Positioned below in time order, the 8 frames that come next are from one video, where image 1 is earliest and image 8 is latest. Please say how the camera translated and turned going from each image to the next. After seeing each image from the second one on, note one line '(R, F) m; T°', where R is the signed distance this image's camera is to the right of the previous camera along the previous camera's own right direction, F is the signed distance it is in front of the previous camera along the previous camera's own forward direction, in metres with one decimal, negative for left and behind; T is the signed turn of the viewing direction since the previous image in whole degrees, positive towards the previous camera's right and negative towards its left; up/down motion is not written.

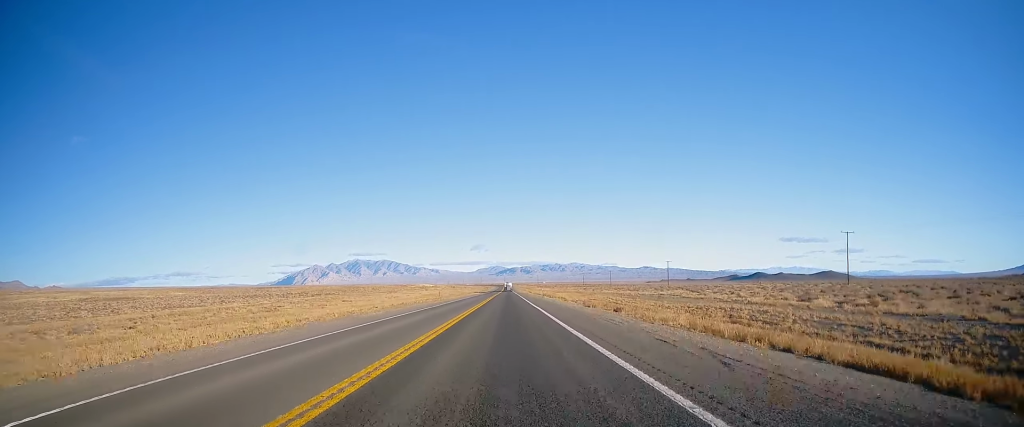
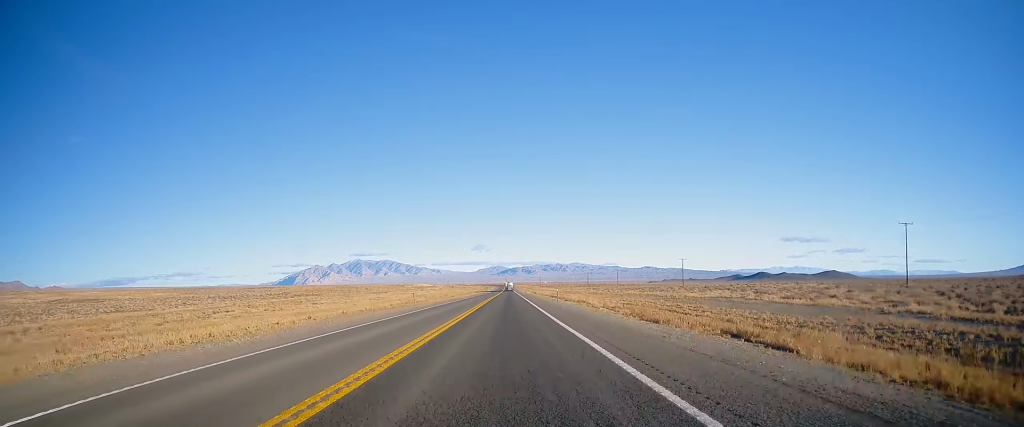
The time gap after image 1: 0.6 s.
(+0.1, +19.1) m; 0°
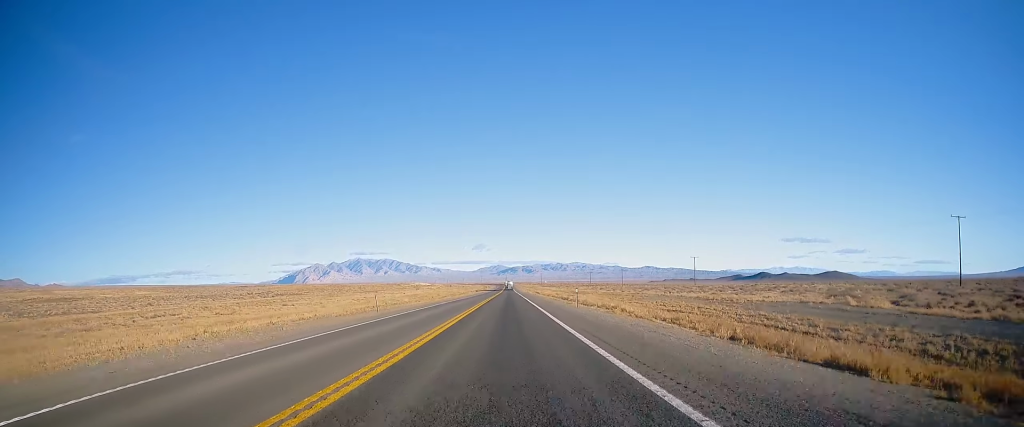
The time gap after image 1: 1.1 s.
(-0.1, +14.1) m; 0°
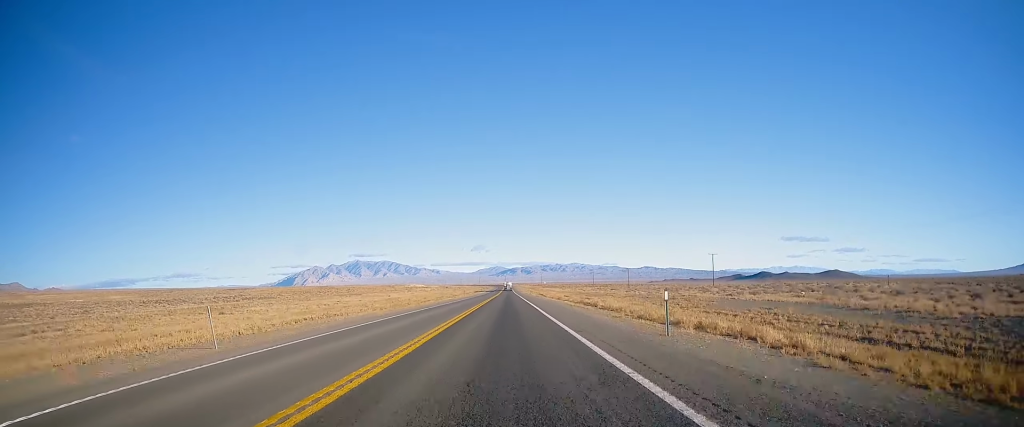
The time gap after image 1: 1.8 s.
(-0.1, +20.1) m; 0°
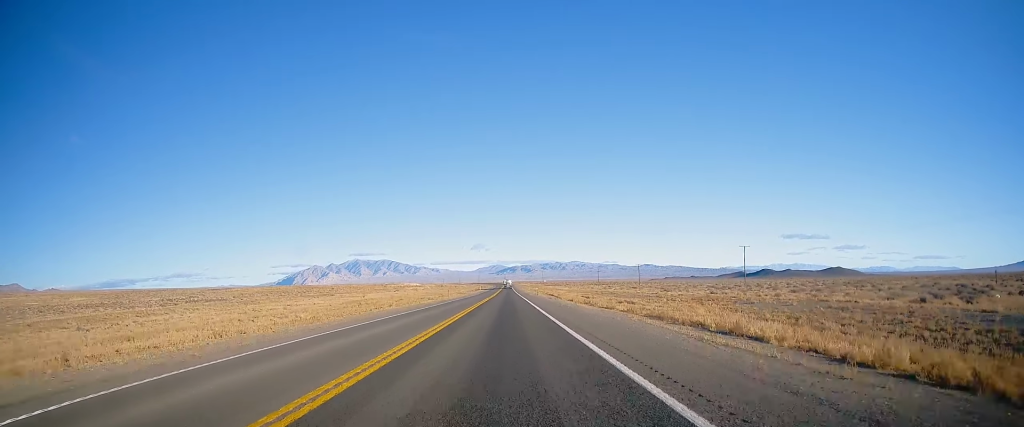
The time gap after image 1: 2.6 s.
(-0.2, +26.3) m; 0°
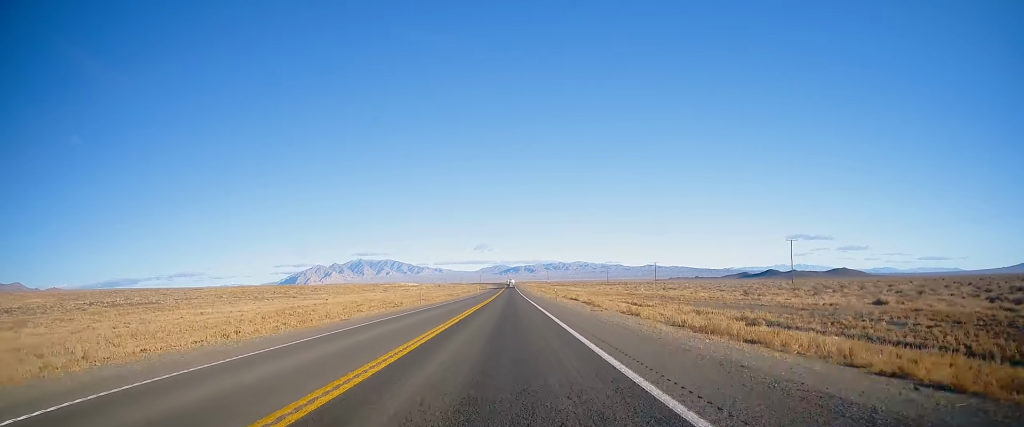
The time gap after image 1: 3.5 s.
(+0.1, +27.2) m; 0°
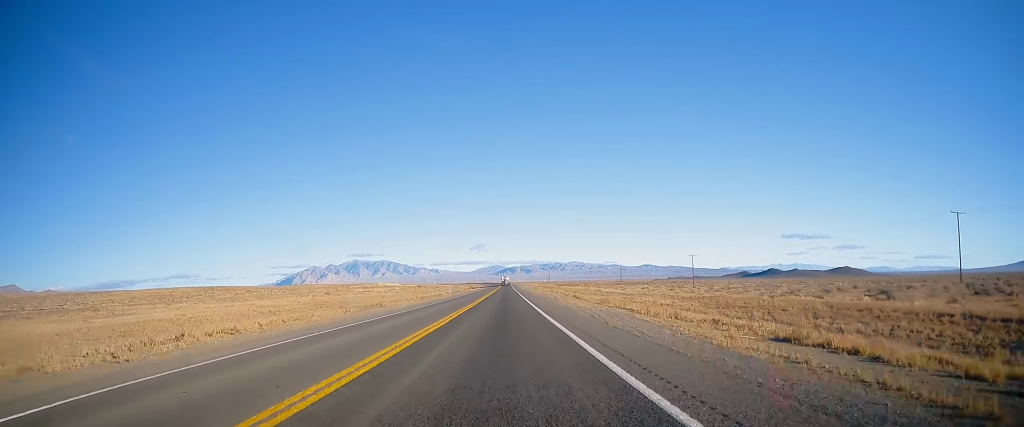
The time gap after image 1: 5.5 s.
(-0.3, +60.0) m; 0°
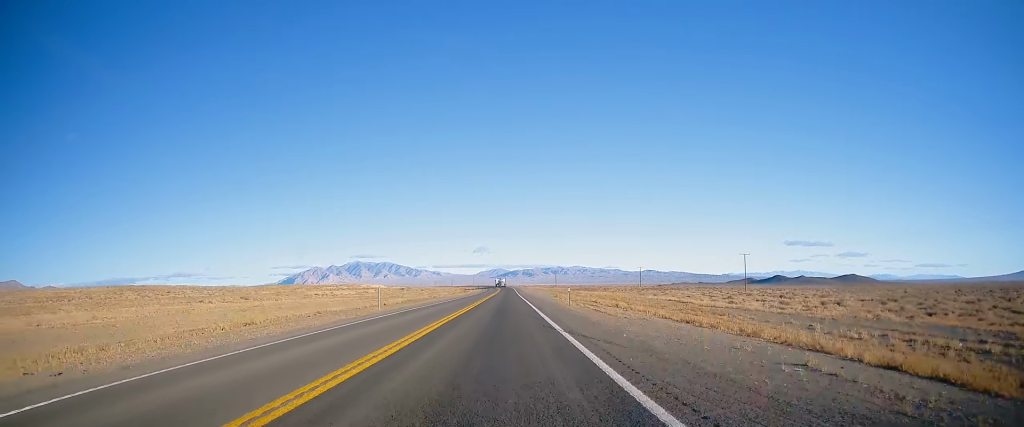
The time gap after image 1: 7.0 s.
(+0.1, +46.0) m; 0°
